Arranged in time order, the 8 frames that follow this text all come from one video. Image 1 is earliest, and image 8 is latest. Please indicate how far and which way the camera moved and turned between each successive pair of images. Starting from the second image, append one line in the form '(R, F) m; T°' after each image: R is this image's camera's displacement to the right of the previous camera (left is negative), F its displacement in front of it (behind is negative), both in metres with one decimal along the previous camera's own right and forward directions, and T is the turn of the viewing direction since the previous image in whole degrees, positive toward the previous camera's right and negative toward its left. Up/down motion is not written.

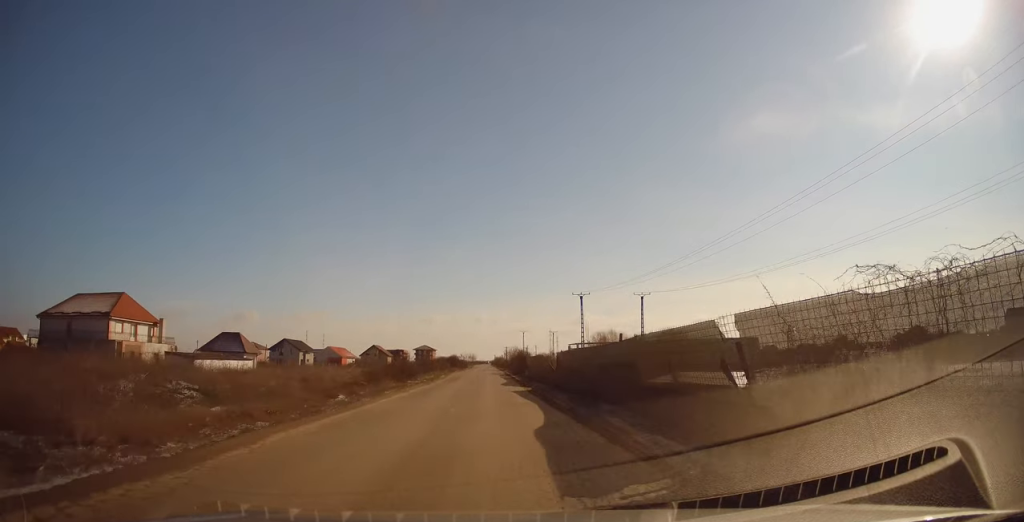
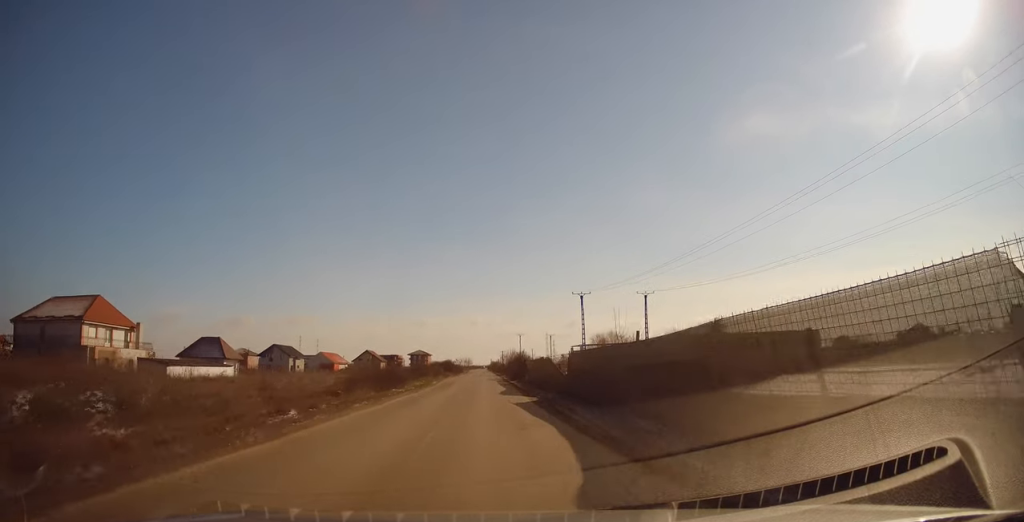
(0.0, +4.3) m; +1°
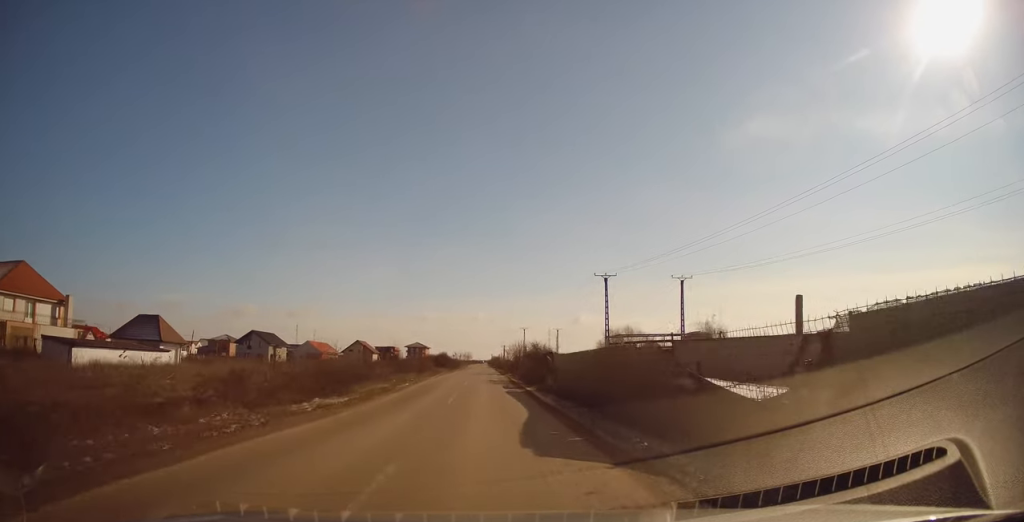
(+0.4, +13.7) m; +1°
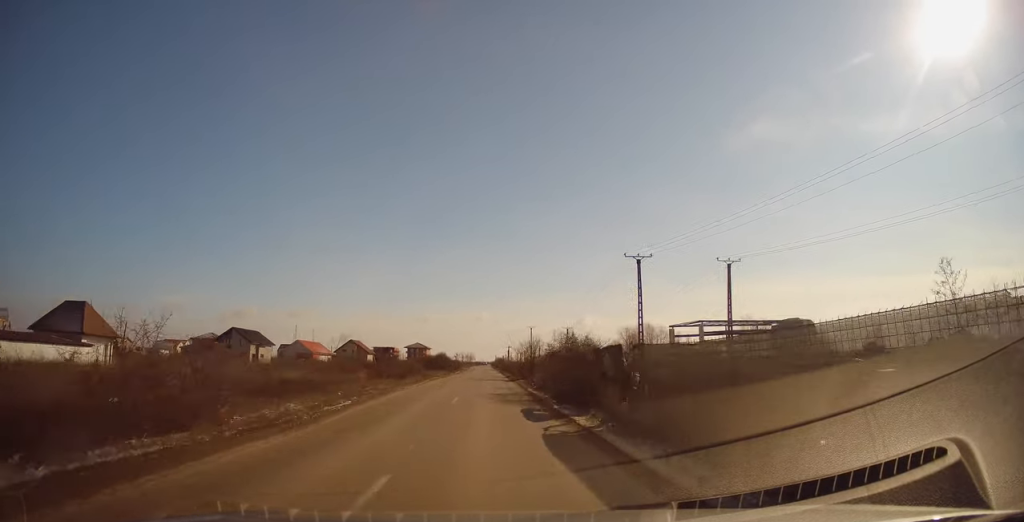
(-0.4, +12.8) m; 0°
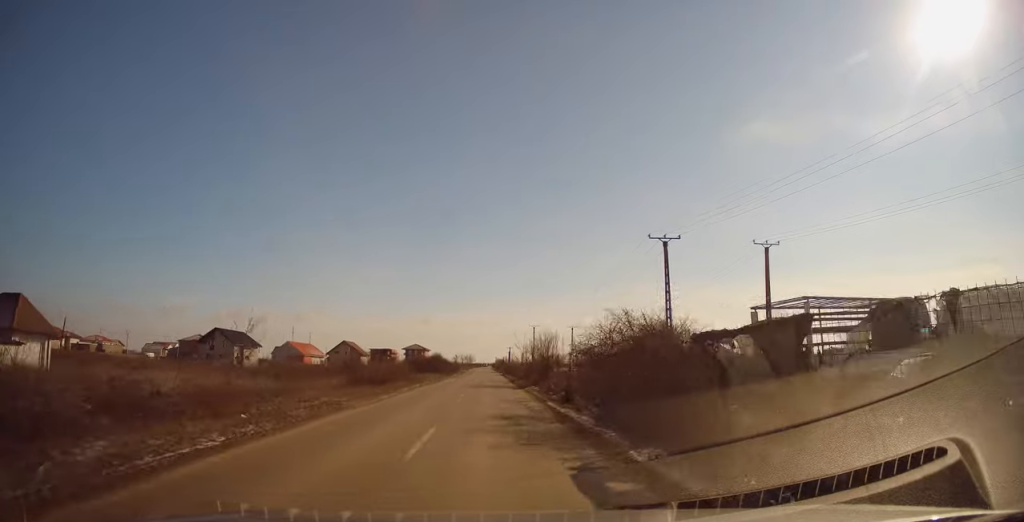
(+0.1, +8.2) m; 0°
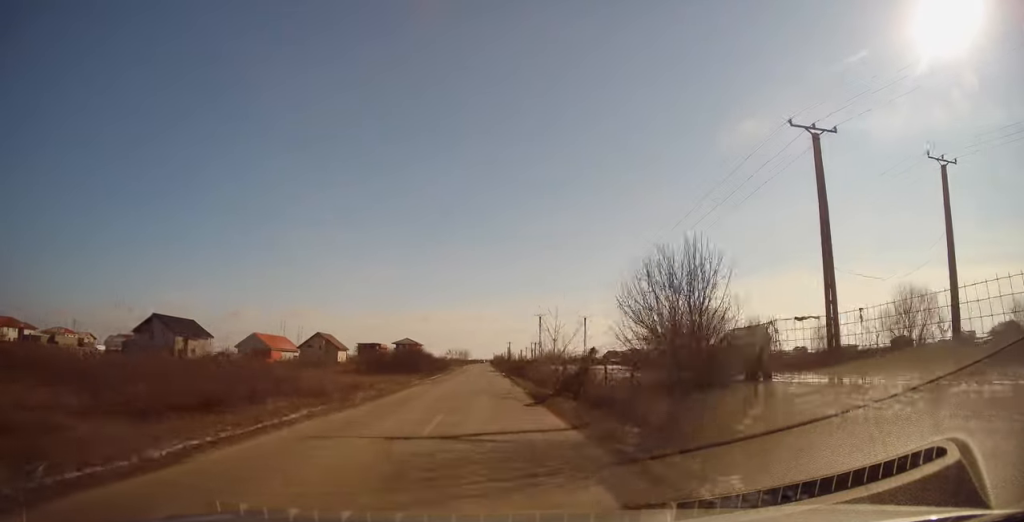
(0.0, +21.9) m; -1°
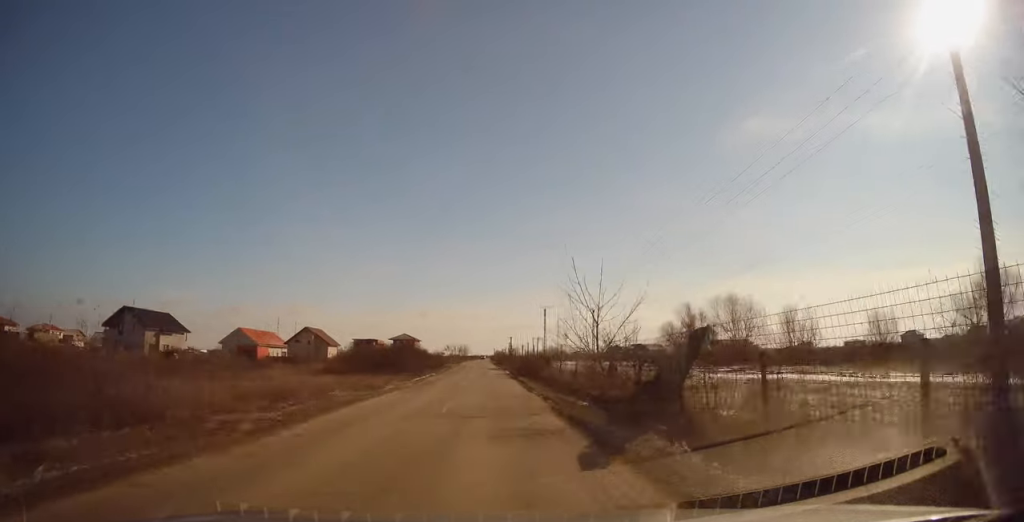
(0.0, +9.1) m; 0°
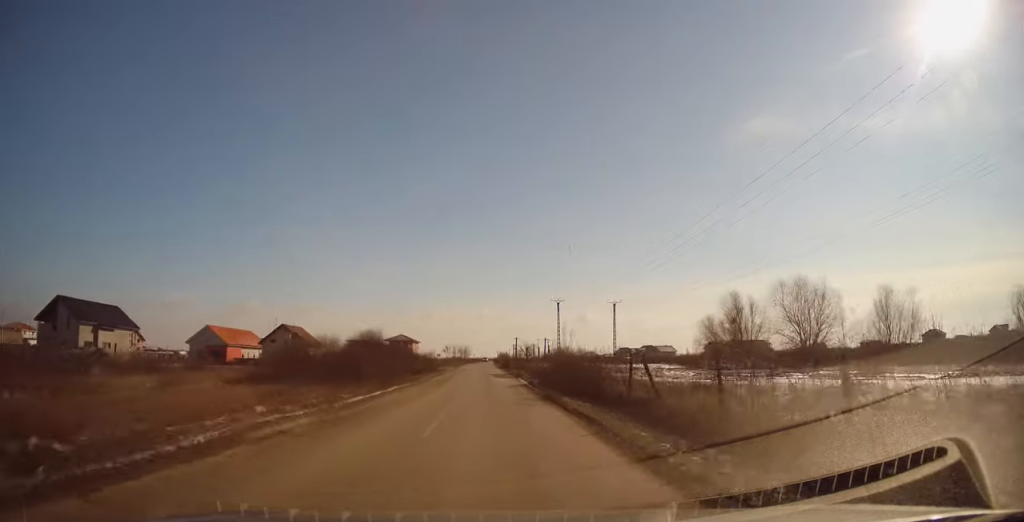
(+0.1, +16.7) m; +1°
